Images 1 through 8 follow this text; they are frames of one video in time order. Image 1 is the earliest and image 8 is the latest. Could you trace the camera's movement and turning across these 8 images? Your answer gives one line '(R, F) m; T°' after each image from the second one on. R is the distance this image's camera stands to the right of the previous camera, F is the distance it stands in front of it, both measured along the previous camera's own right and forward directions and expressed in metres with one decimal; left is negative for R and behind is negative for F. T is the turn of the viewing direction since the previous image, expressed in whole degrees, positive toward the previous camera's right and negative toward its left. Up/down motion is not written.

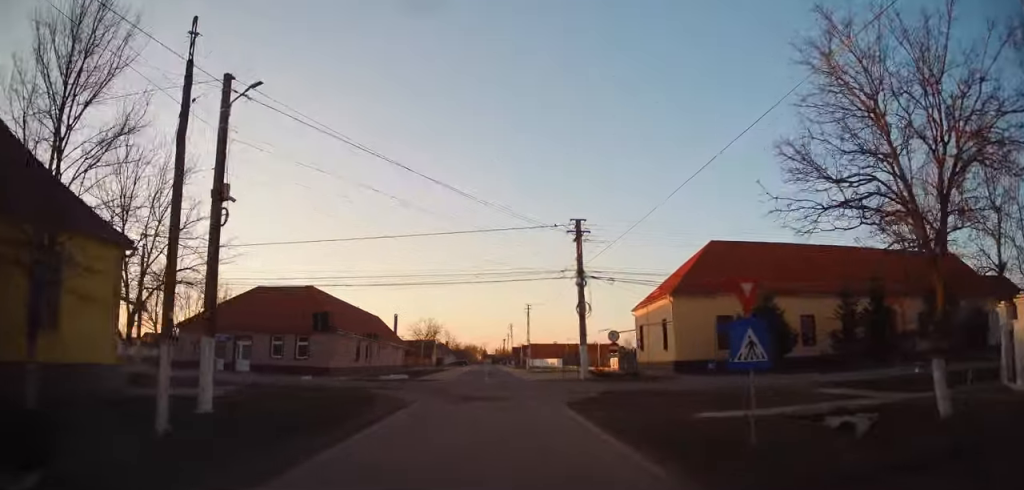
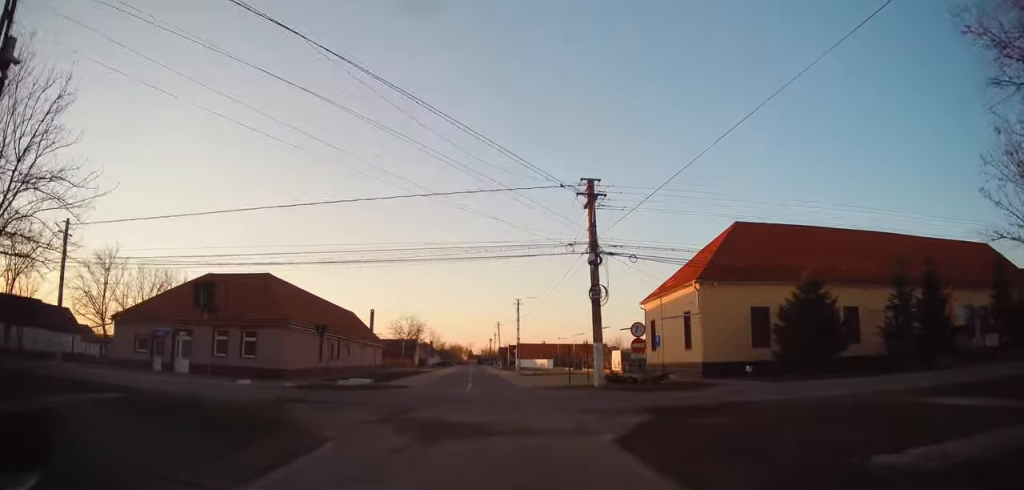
(+0.4, +7.9) m; +1°
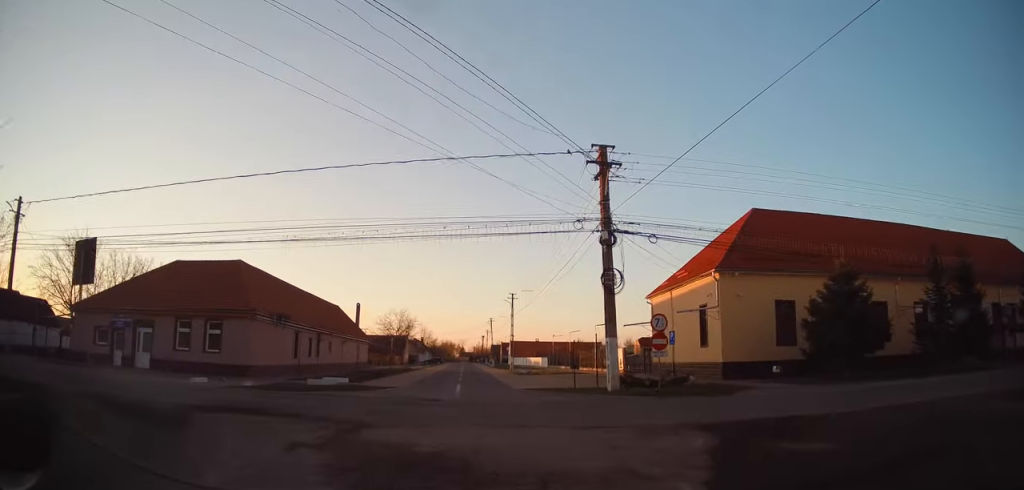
(-0.1, +4.1) m; -4°
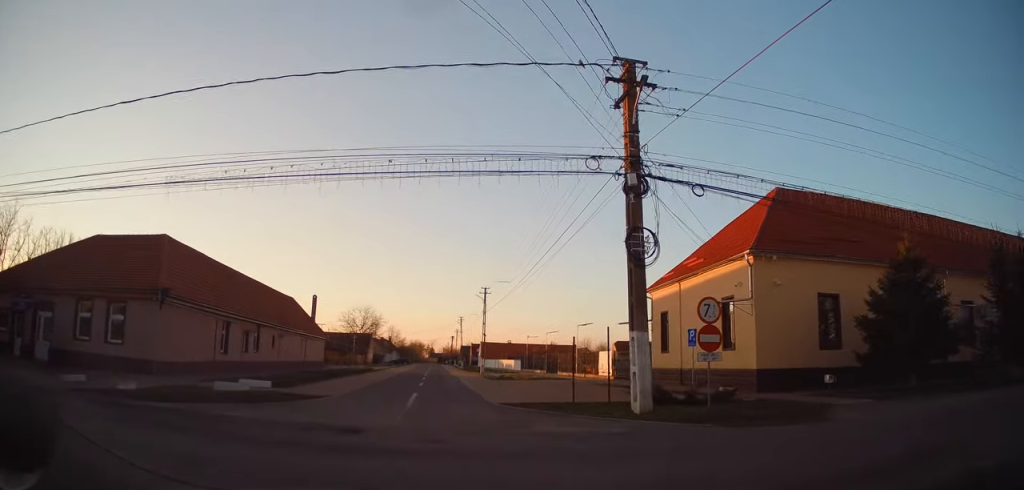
(+0.3, +8.4) m; +13°
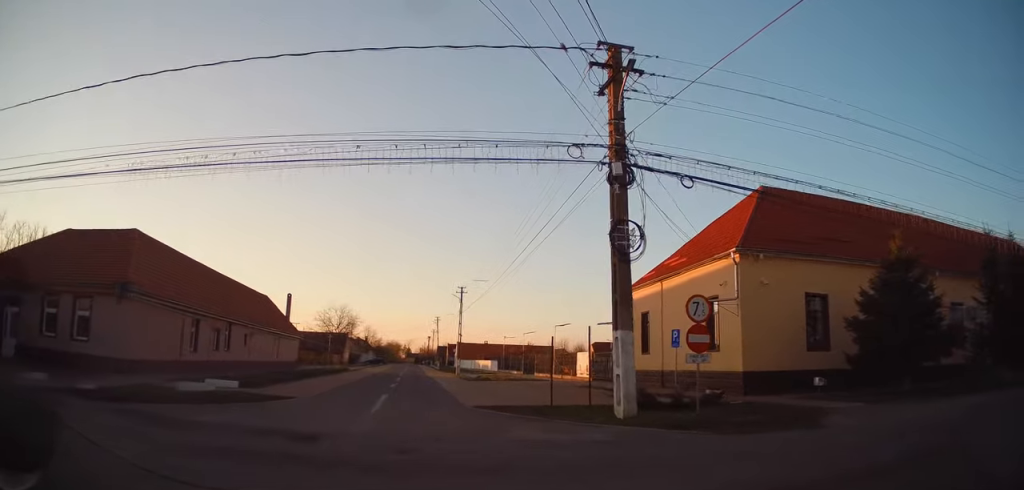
(0.0, +0.9) m; +5°
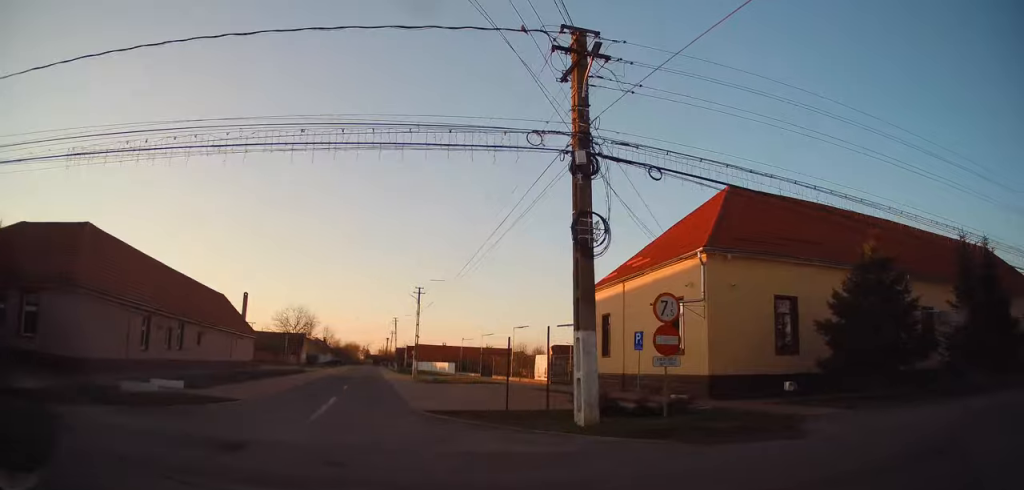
(-0.1, +1.0) m; +6°
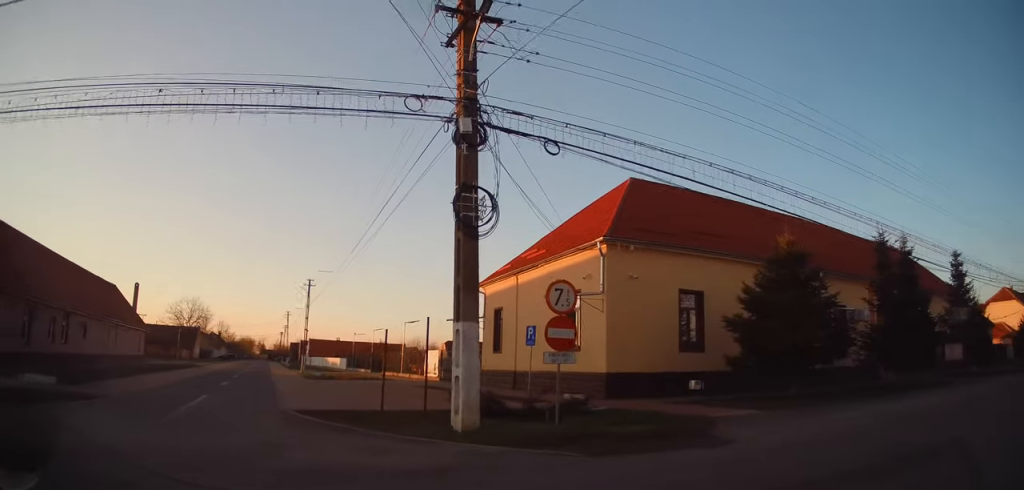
(+0.3, +1.4) m; +16°
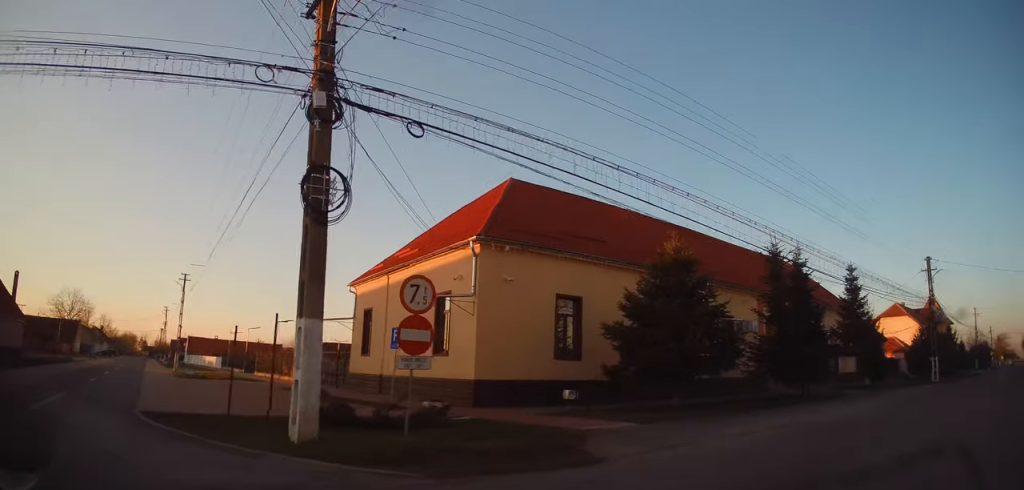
(+0.1, +1.1) m; +13°
